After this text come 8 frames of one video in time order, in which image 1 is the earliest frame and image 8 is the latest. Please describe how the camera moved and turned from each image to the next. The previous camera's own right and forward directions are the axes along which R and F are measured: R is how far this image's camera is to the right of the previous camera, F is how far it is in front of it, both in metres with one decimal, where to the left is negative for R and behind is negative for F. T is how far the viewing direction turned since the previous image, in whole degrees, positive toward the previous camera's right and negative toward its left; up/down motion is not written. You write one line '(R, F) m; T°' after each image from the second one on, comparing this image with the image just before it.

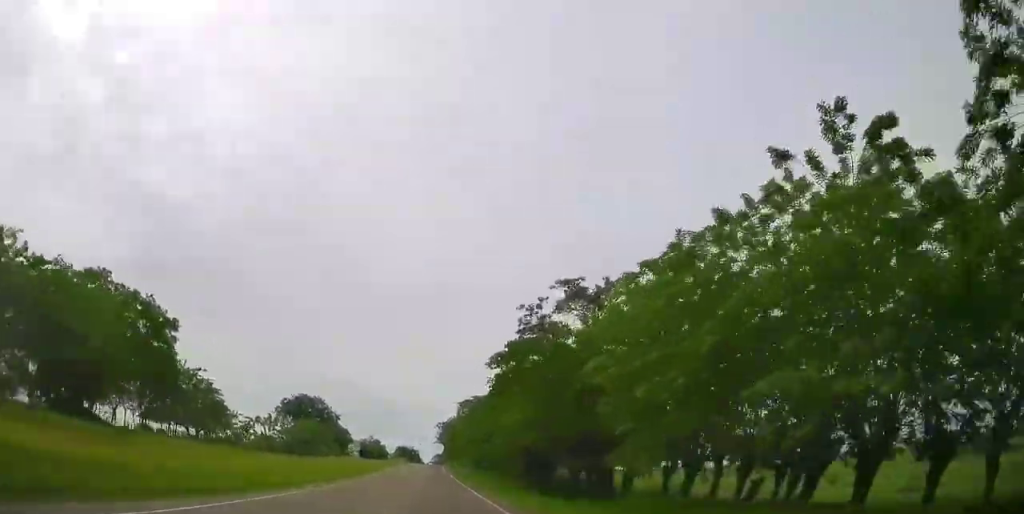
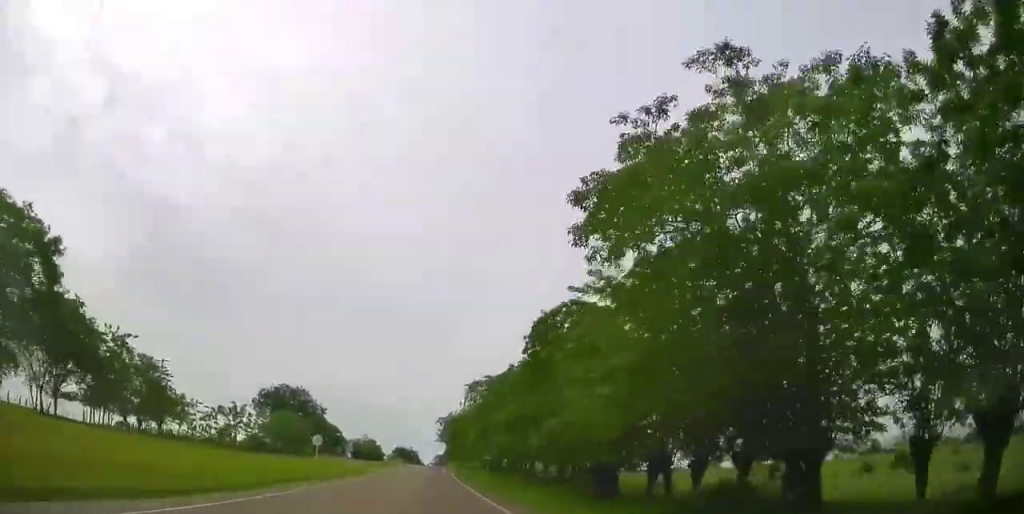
(-0.2, +18.3) m; +3°
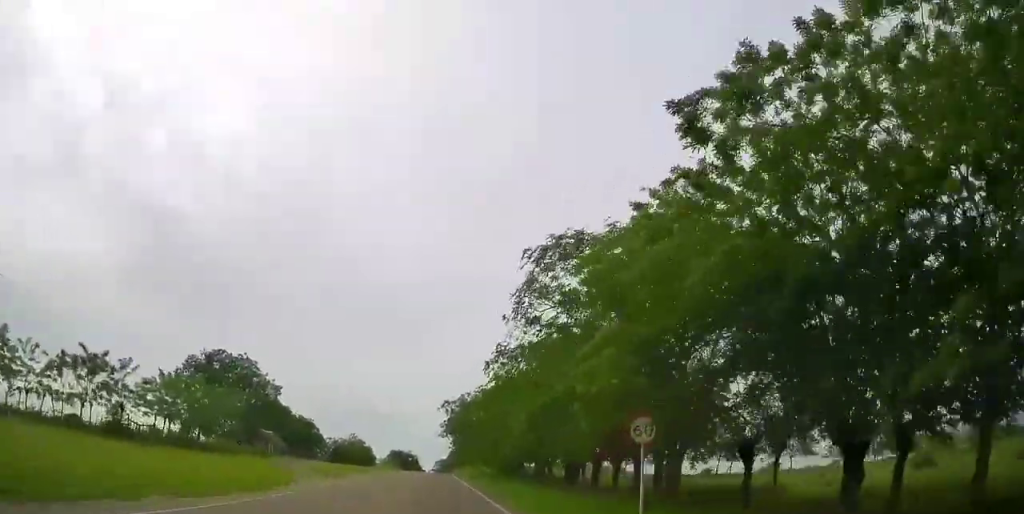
(+1.9, +38.3) m; +3°
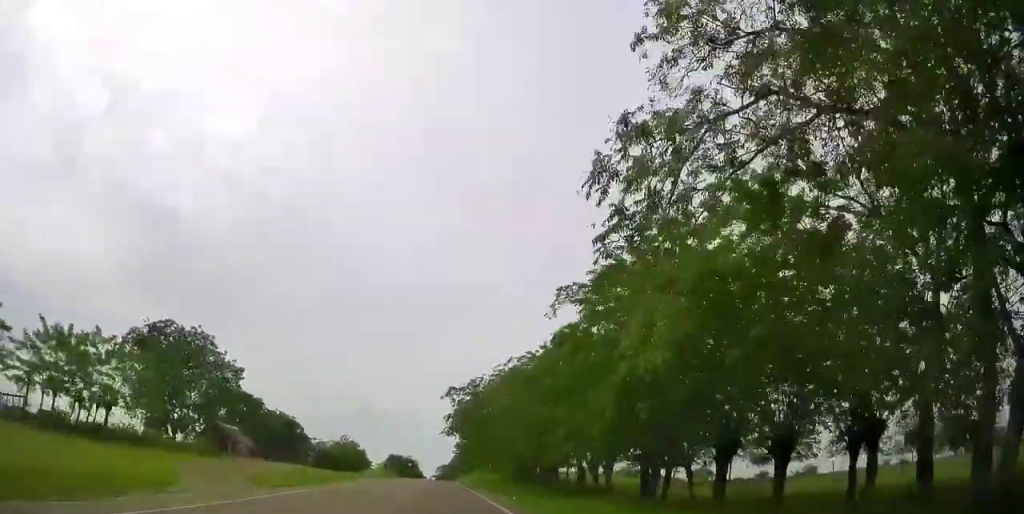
(+0.3, +17.9) m; +1°
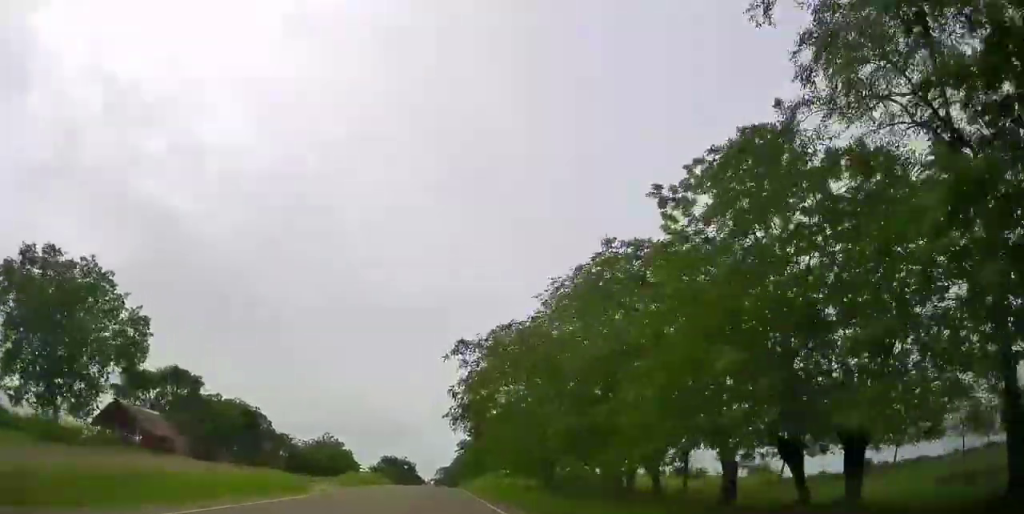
(+0.3, +23.5) m; 0°
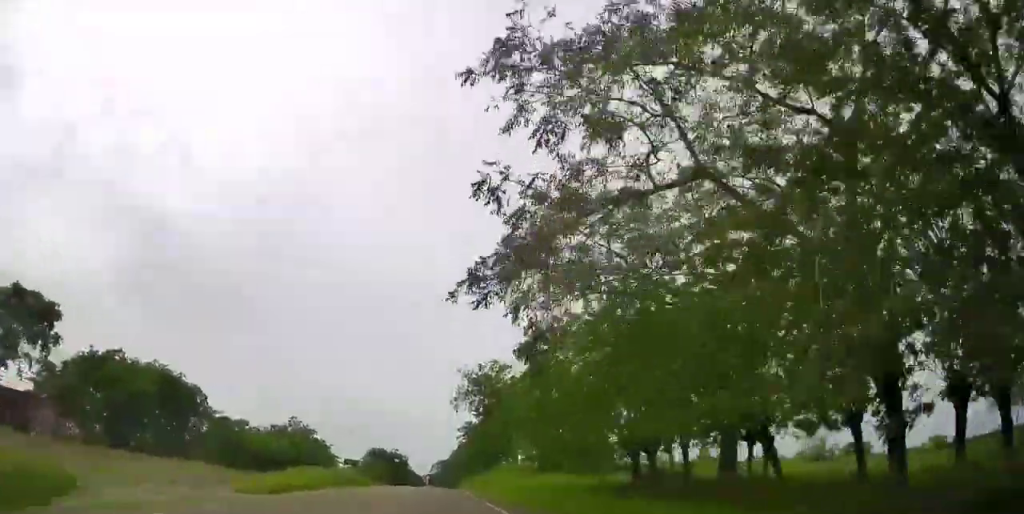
(-0.5, +27.1) m; -1°
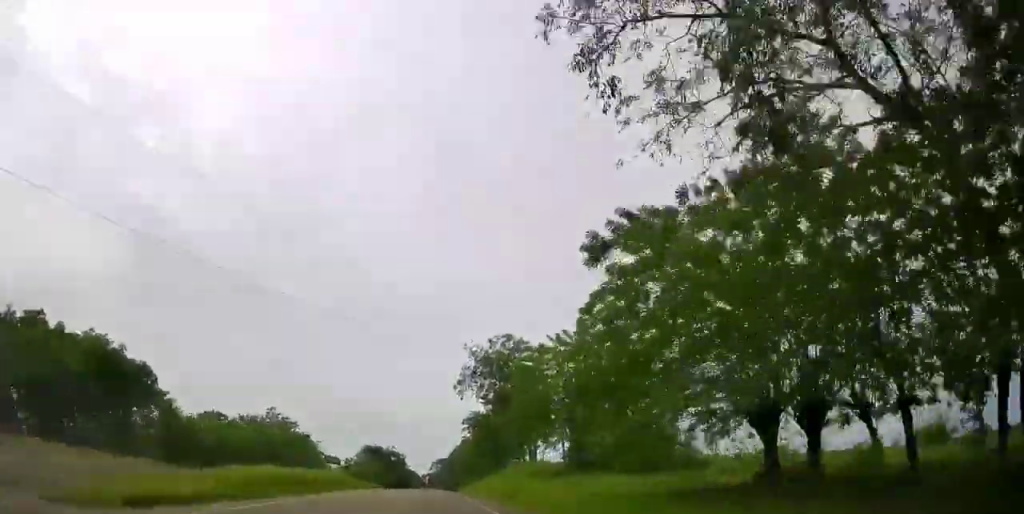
(0.0, +13.7) m; 0°
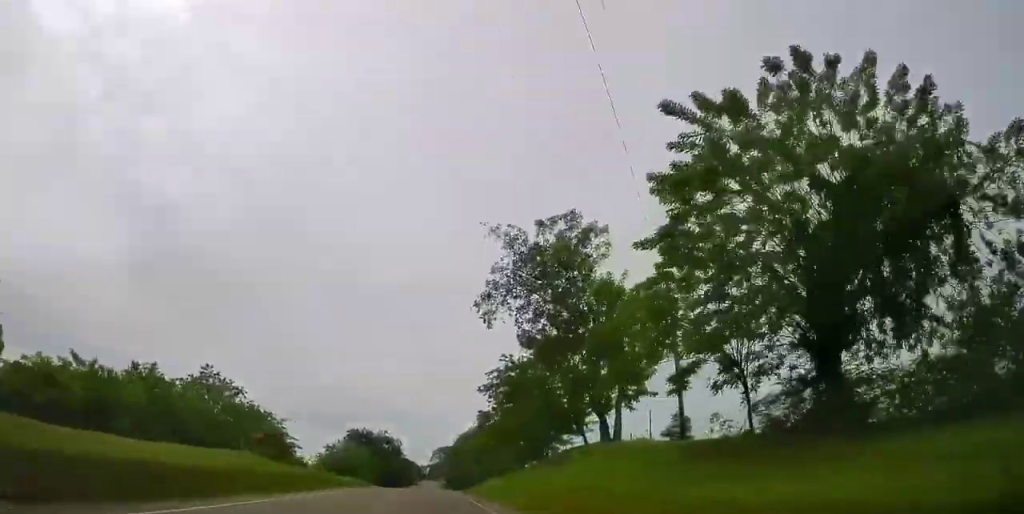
(+0.2, +26.8) m; 0°
